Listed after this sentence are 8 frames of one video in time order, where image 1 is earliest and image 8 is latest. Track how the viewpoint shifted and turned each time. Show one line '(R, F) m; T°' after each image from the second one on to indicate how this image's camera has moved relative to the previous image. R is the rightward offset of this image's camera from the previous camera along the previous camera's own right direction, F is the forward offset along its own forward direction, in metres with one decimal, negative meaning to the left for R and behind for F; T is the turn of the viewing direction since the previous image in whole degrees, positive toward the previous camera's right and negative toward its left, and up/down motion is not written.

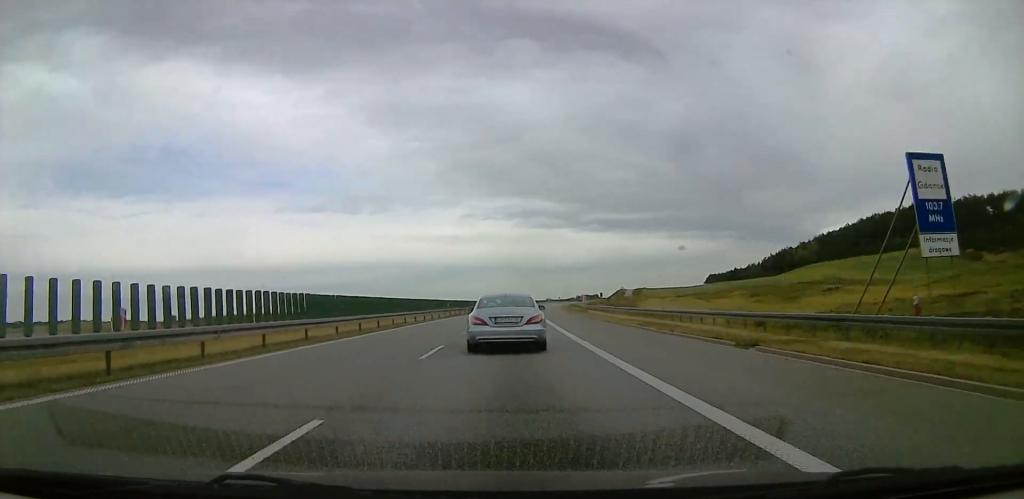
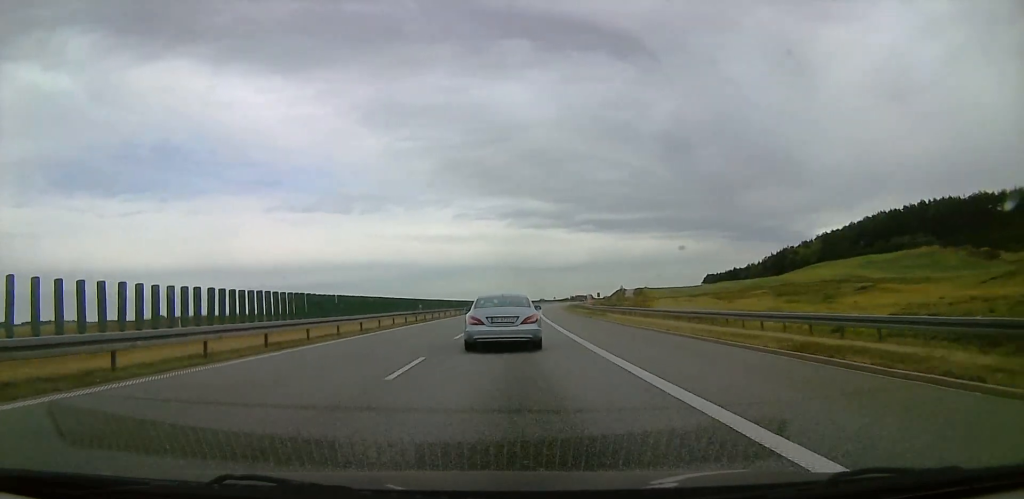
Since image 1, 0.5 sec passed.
(+0.2, +14.2) m; +1°
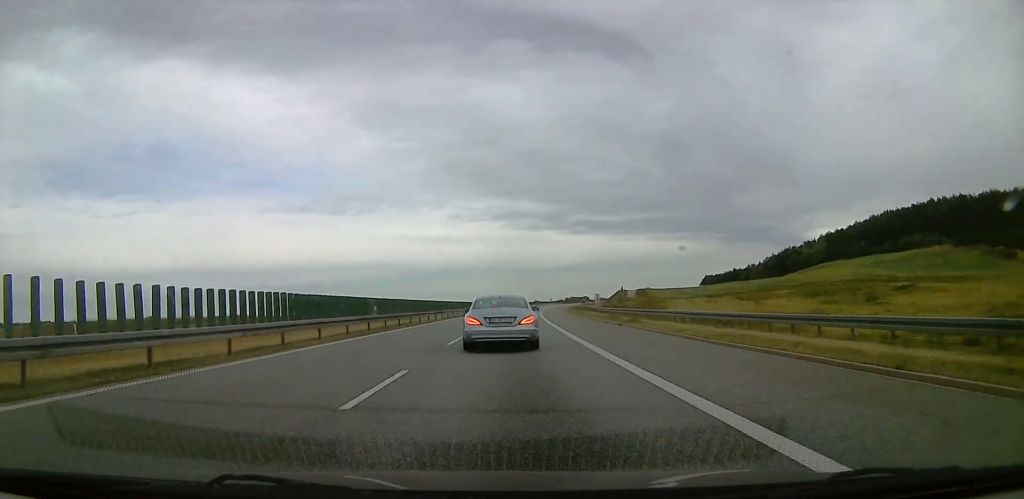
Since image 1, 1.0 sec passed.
(+0.1, +13.1) m; +1°
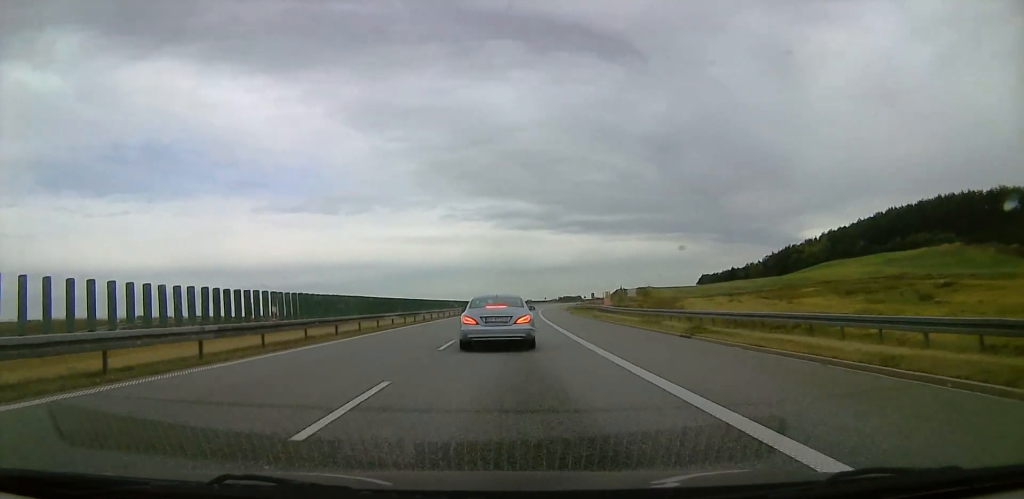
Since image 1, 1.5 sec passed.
(0.0, +11.4) m; 0°
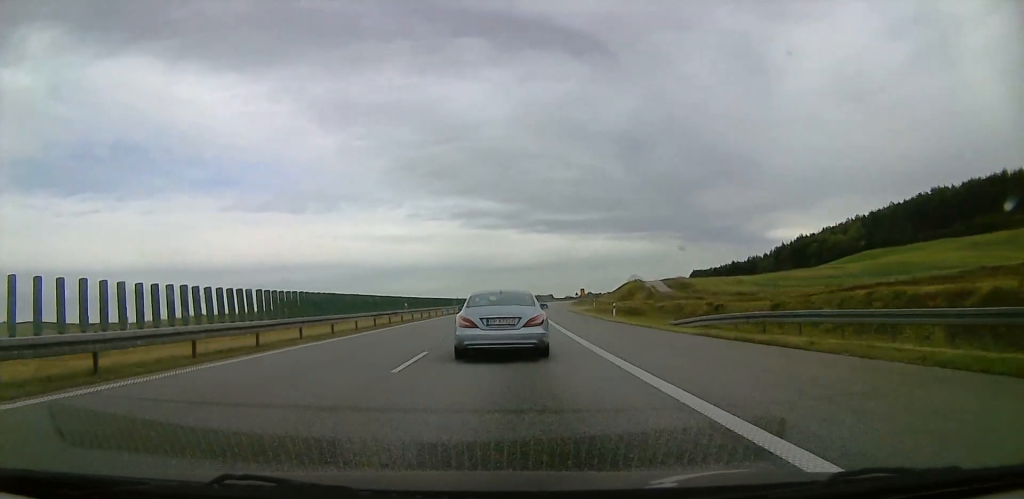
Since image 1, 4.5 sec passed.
(+0.9, +76.3) m; +2°
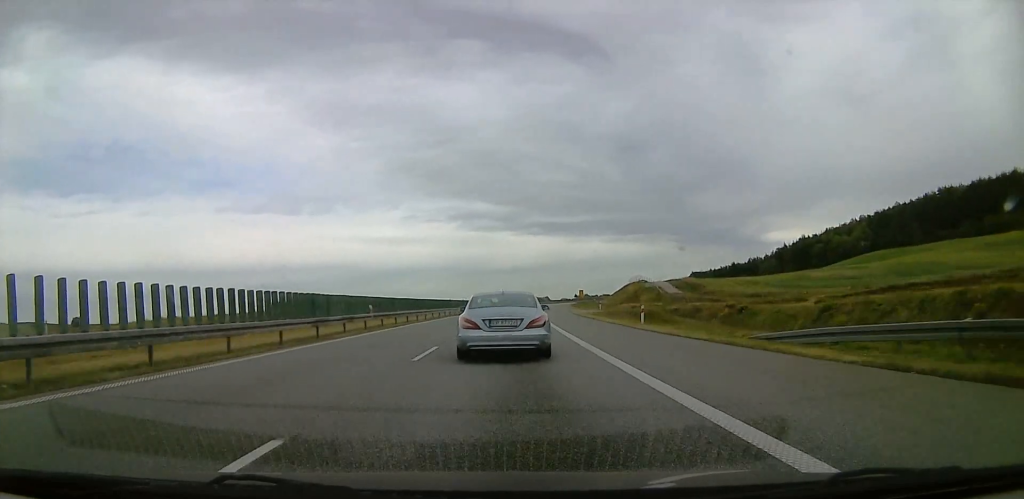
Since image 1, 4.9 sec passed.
(+0.1, +11.9) m; +1°
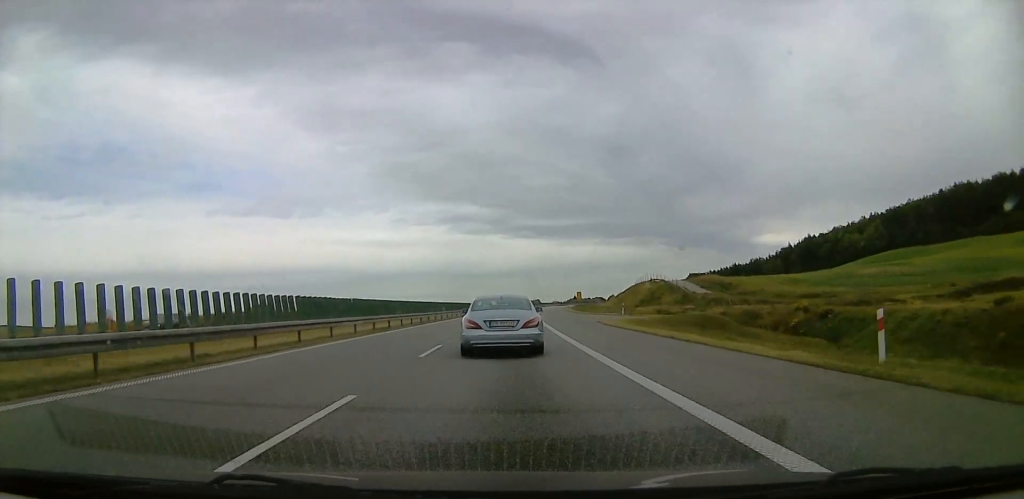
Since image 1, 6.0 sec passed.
(+0.3, +24.1) m; +1°
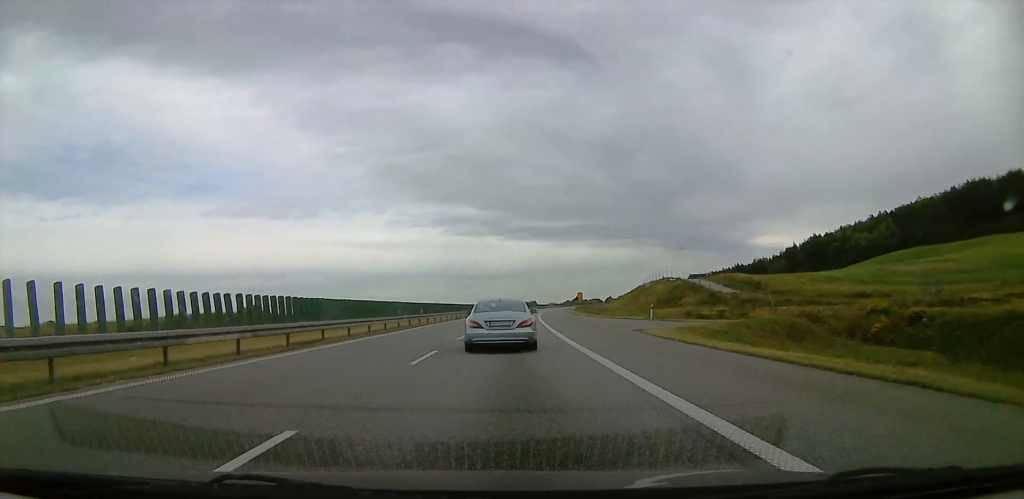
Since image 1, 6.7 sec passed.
(+0.1, +13.6) m; 0°
